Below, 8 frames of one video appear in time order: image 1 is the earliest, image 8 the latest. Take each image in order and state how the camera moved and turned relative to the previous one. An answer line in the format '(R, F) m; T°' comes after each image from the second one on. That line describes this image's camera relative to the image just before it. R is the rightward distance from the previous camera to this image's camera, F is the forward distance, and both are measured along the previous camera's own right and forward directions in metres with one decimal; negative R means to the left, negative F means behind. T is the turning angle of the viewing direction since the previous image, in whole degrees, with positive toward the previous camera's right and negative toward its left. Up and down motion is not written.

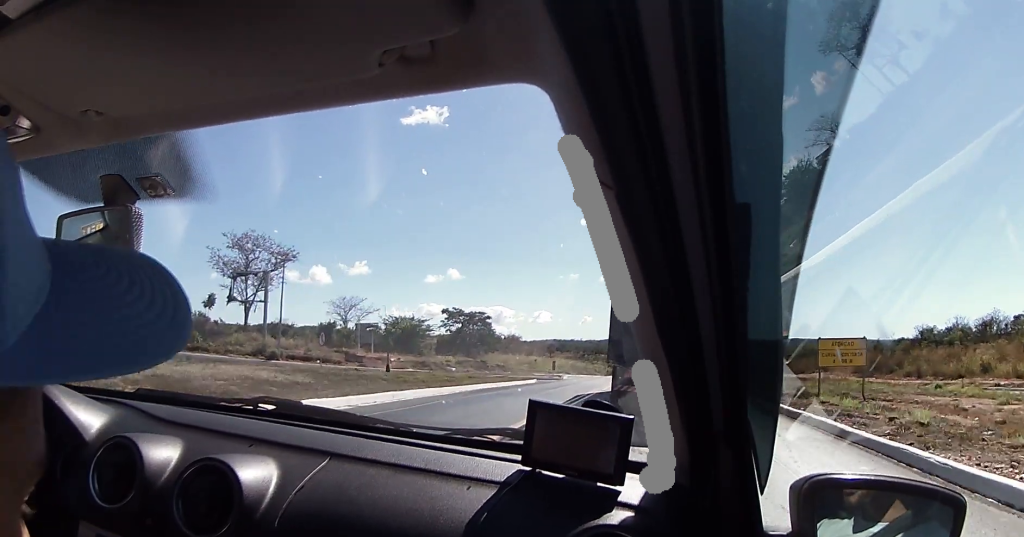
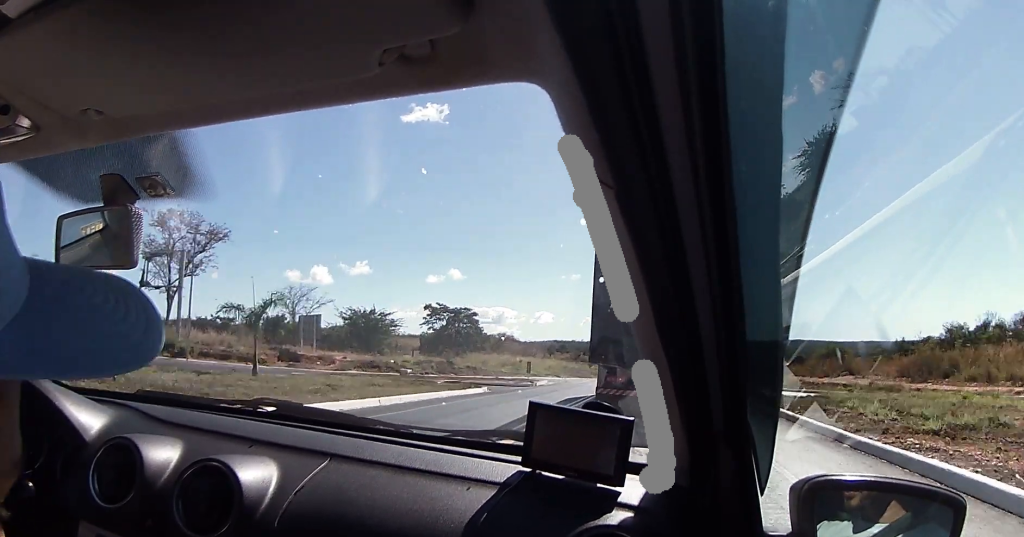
(0.0, +14.4) m; -1°
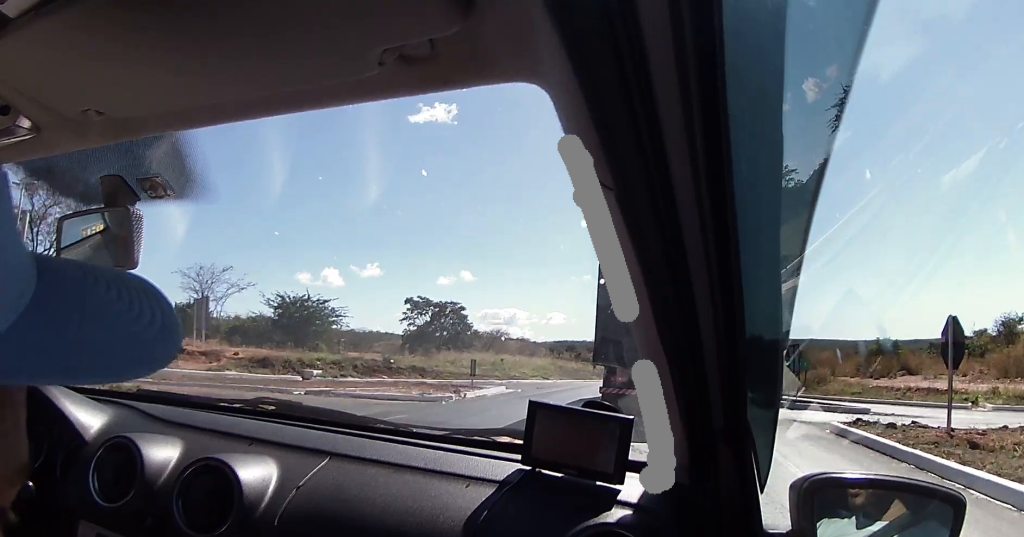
(-0.4, +19.3) m; -2°
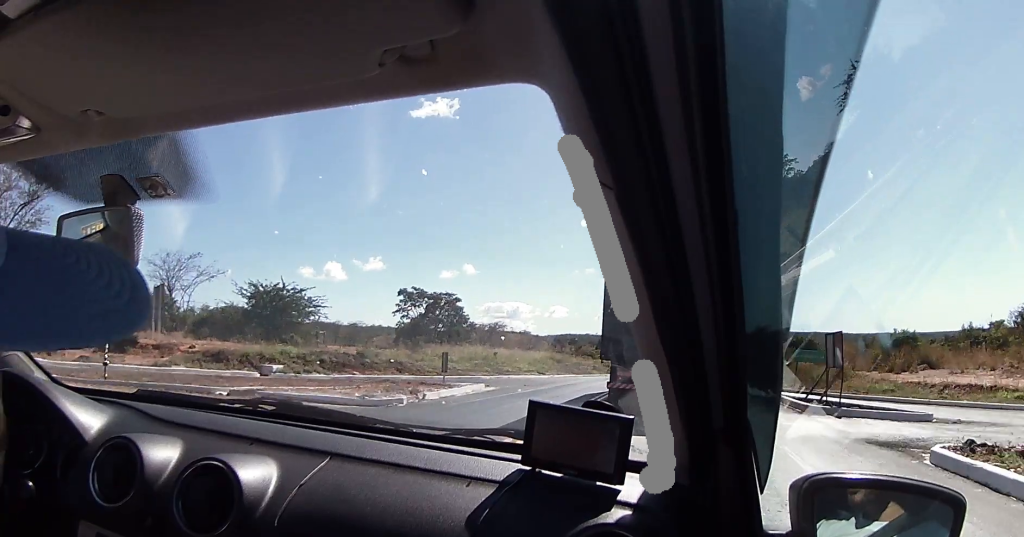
(-0.1, +5.4) m; 0°
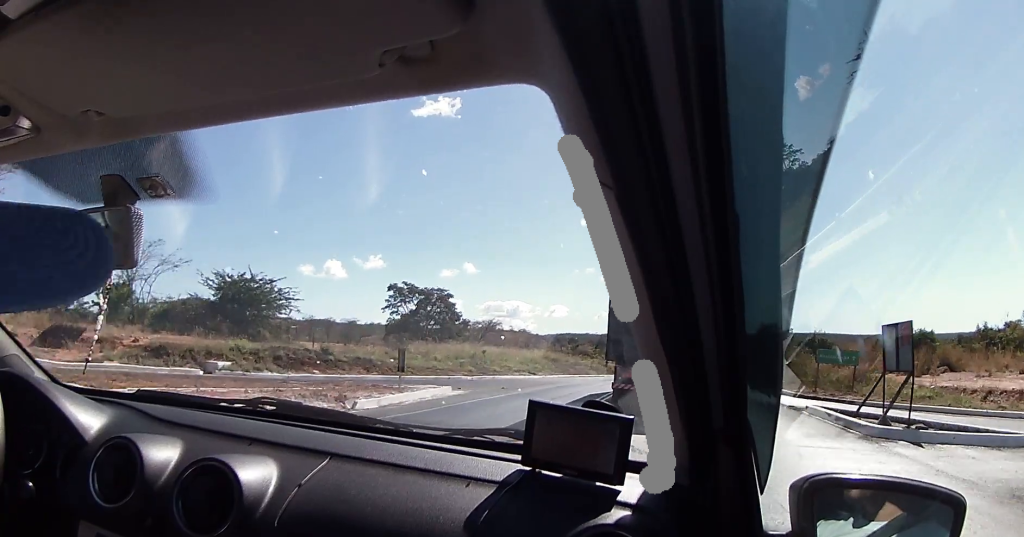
(-0.2, +5.4) m; 0°
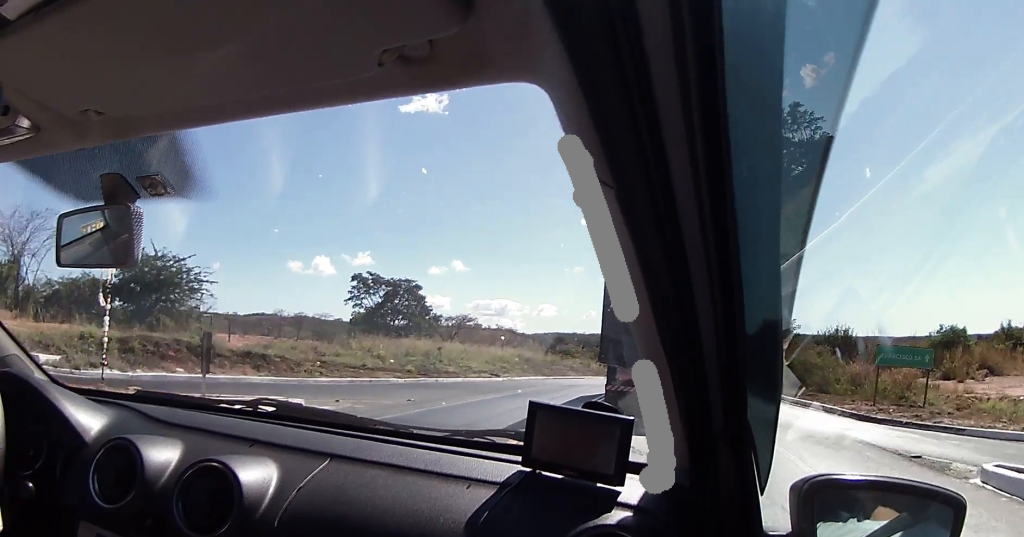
(+0.4, +11.2) m; +1°
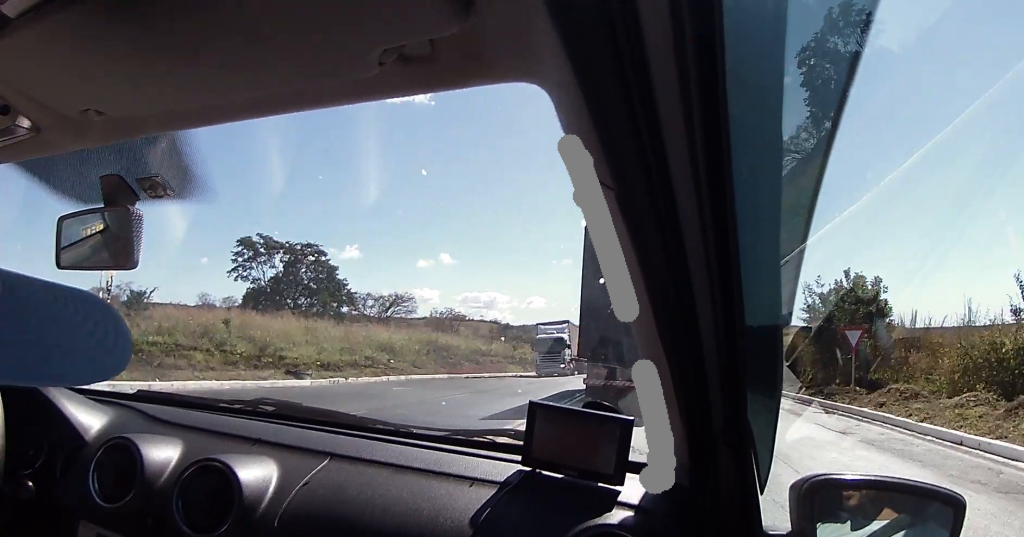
(+0.2, +31.0) m; 0°
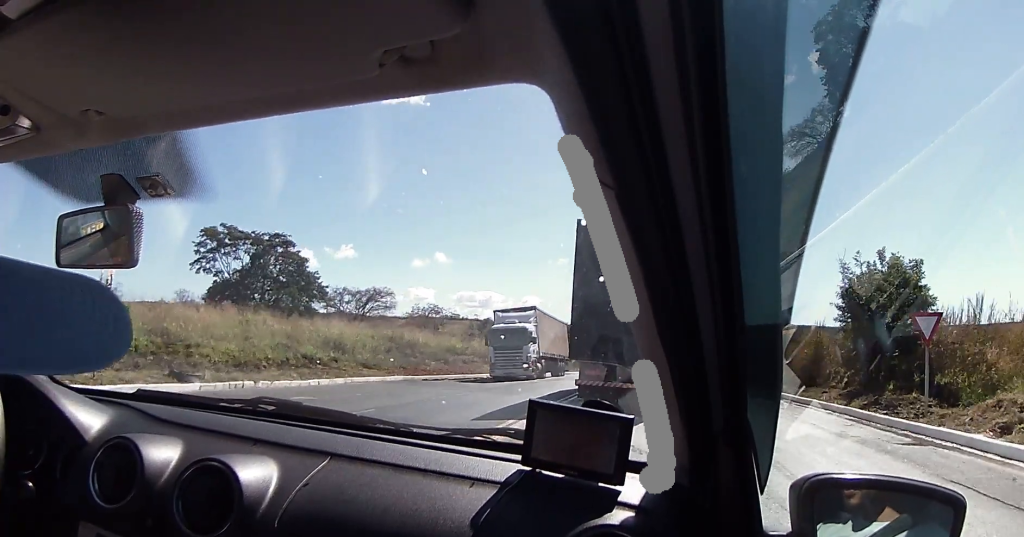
(-0.1, +7.1) m; 0°
